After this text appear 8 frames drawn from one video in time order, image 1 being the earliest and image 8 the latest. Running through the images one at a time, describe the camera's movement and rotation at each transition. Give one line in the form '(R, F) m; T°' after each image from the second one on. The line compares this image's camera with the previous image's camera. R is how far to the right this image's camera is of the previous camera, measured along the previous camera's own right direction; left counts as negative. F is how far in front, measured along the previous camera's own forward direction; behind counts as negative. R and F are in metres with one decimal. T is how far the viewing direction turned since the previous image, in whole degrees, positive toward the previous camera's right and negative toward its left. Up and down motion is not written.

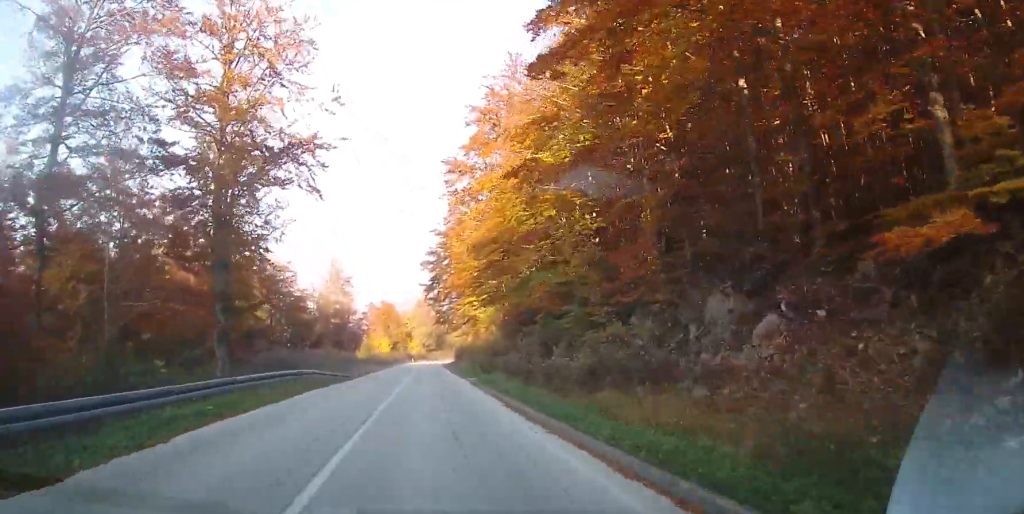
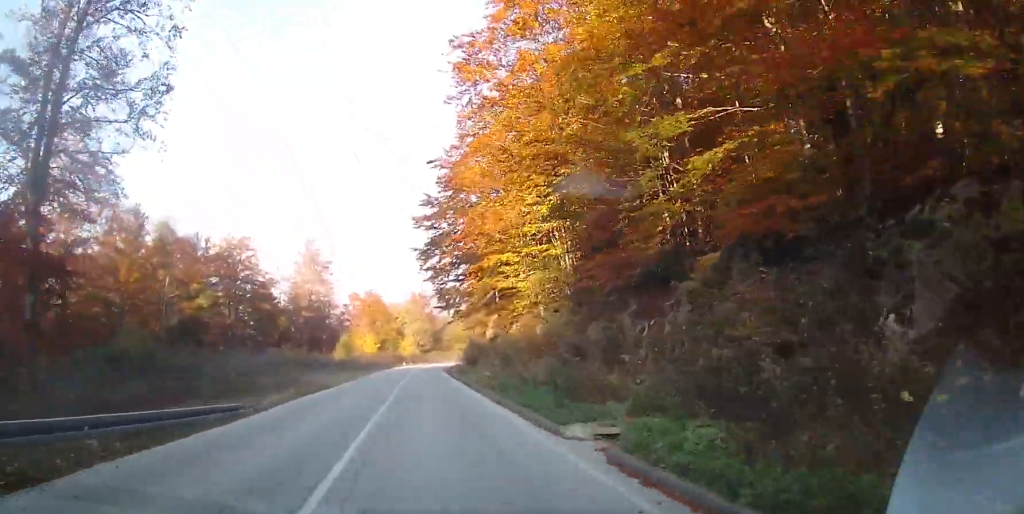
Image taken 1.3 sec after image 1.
(+0.9, +21.8) m; +2°
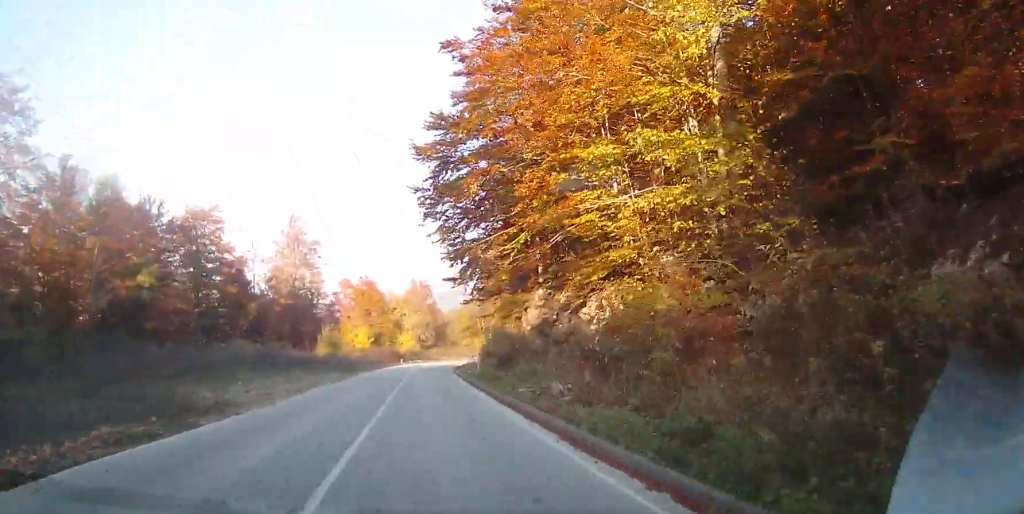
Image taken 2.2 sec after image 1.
(-0.3, +15.0) m; +1°
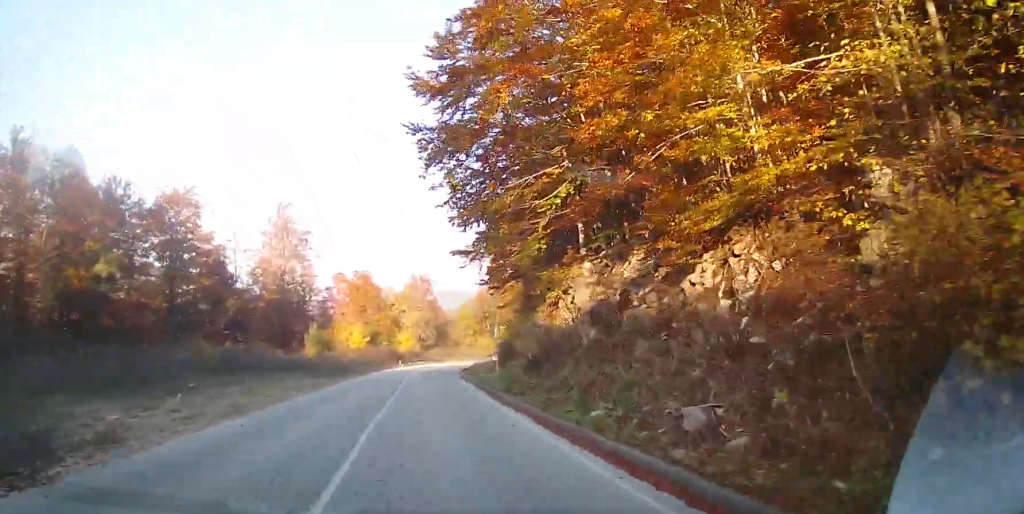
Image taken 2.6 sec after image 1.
(0.0, +7.6) m; +1°
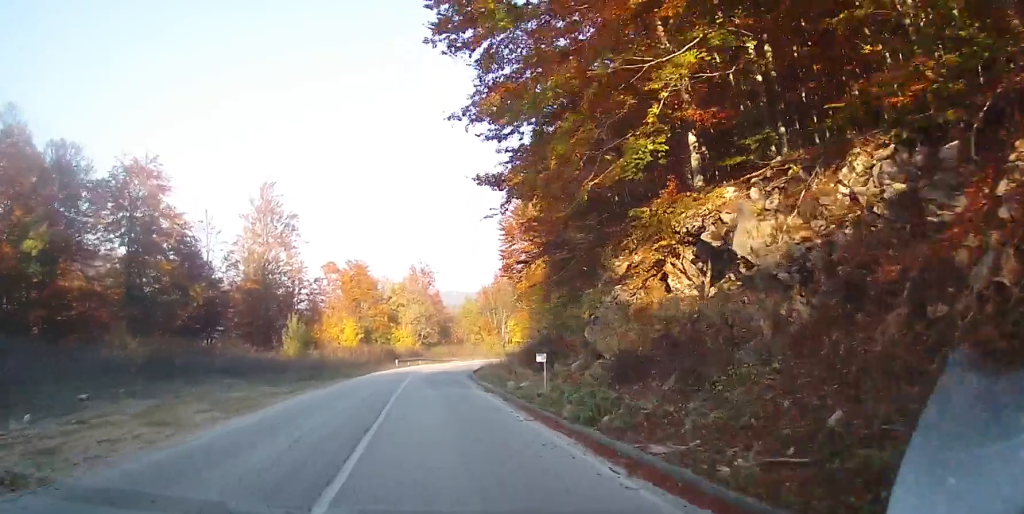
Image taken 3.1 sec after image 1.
(+0.4, +9.4) m; +1°
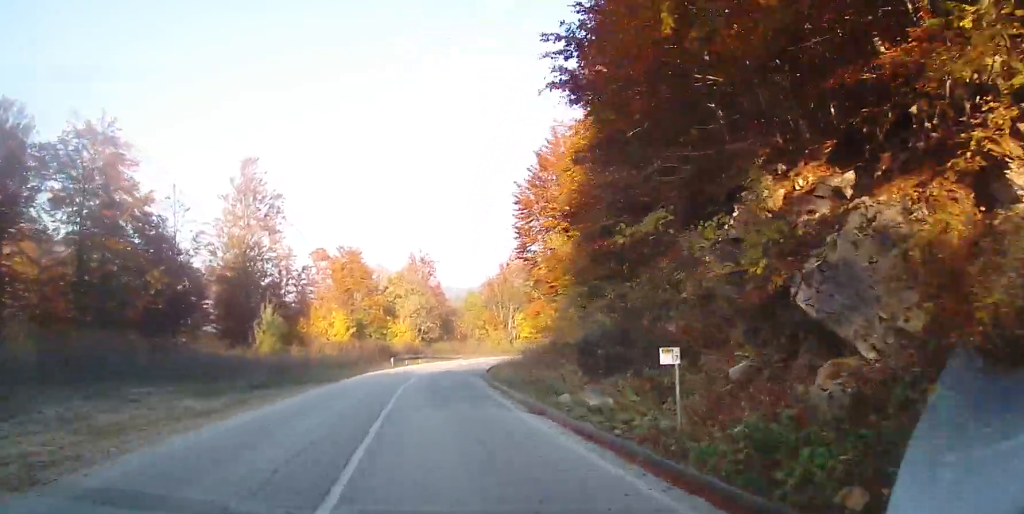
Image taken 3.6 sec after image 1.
(+0.1, +8.3) m; 0°
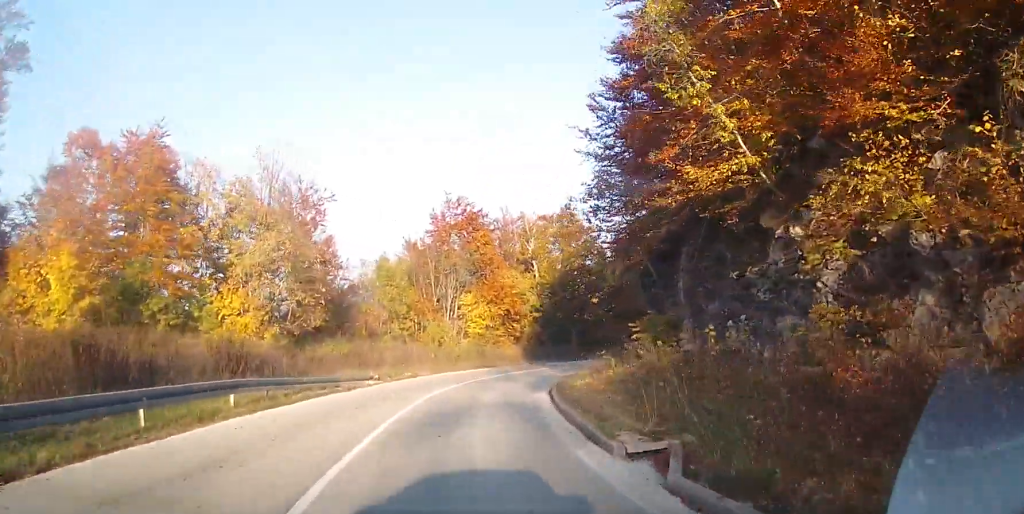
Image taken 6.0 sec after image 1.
(-0.3, +42.3) m; -1°
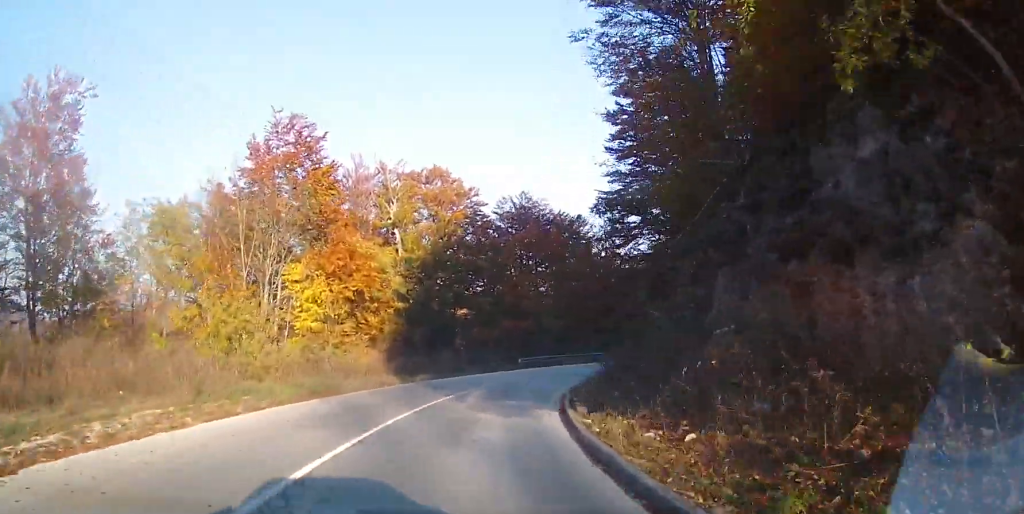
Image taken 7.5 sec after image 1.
(+0.4, +25.8) m; +7°
